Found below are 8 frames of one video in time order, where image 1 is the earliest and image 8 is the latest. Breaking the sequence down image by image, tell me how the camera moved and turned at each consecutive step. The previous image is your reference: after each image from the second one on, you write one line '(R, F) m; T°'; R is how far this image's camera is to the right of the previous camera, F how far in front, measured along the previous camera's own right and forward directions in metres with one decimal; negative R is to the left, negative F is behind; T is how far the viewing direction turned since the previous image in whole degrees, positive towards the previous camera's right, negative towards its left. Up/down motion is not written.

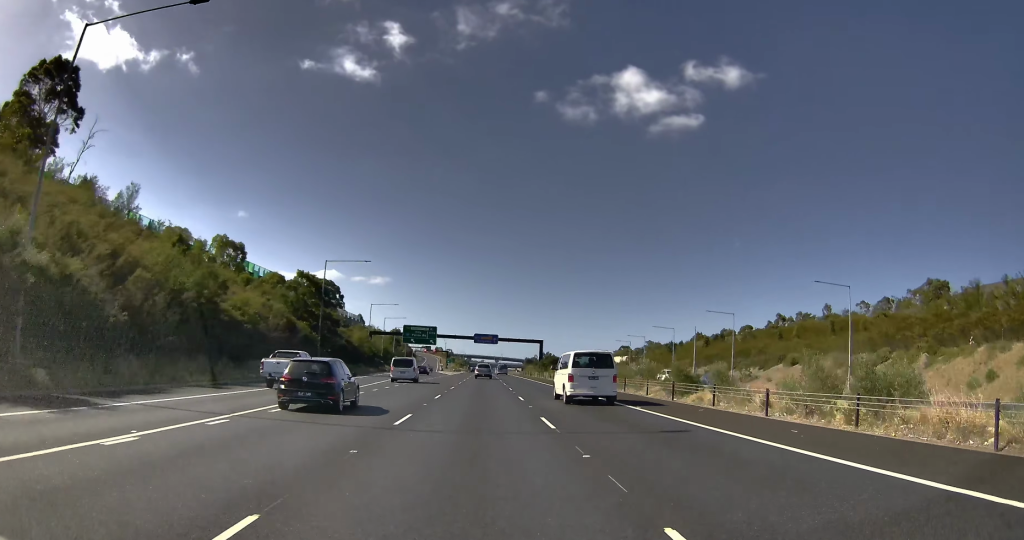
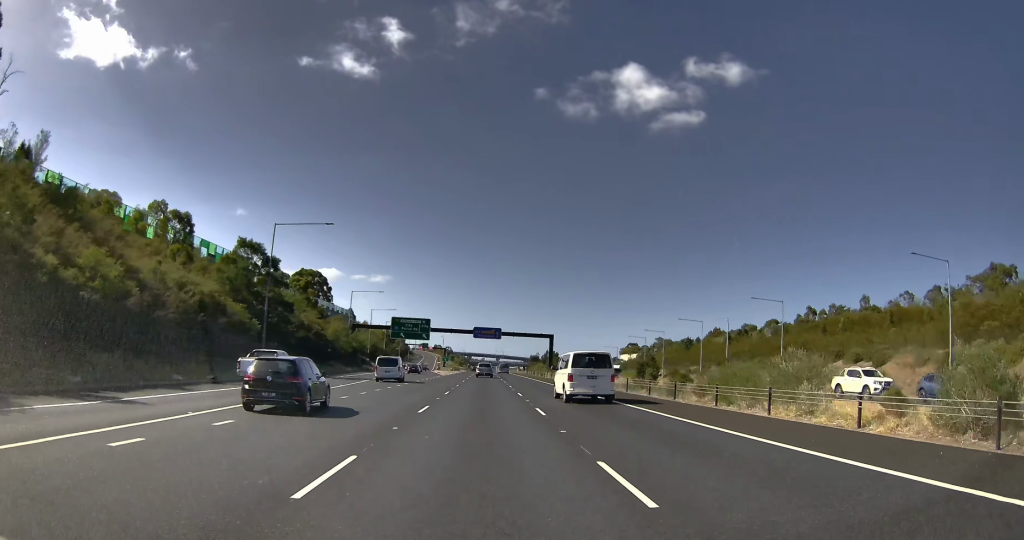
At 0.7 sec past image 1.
(+0.3, +20.2) m; -1°
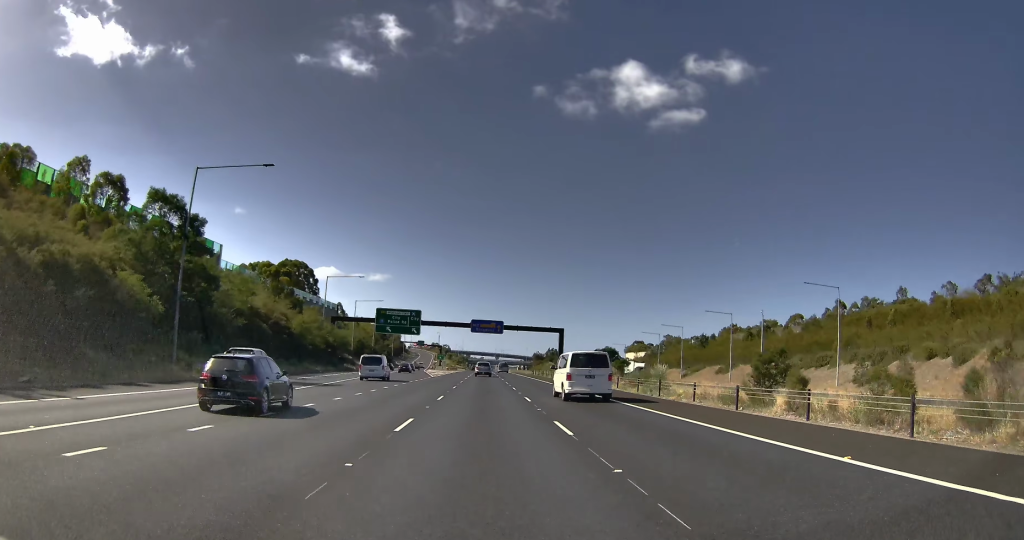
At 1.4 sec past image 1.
(-0.1, +18.9) m; 0°
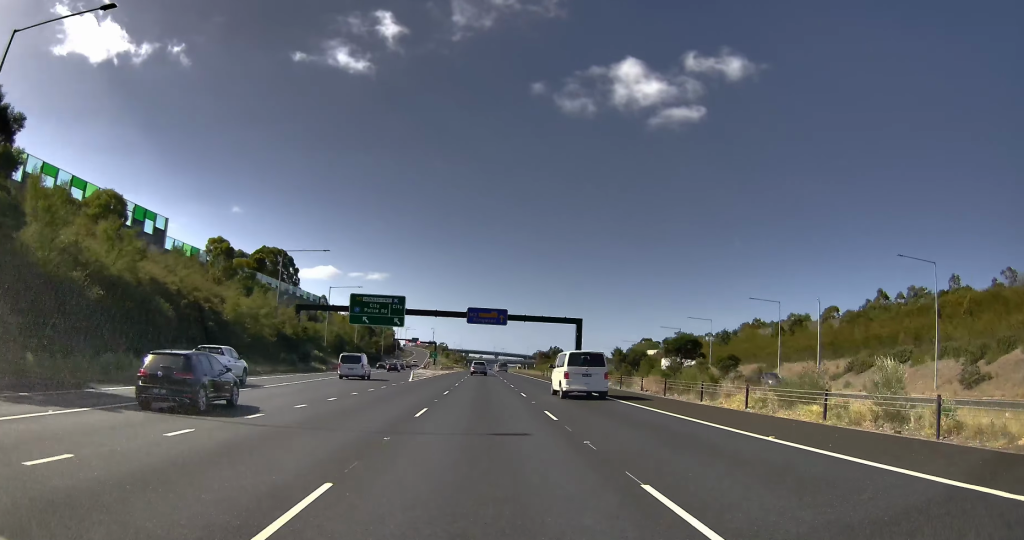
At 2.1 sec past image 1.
(-0.4, +24.6) m; 0°
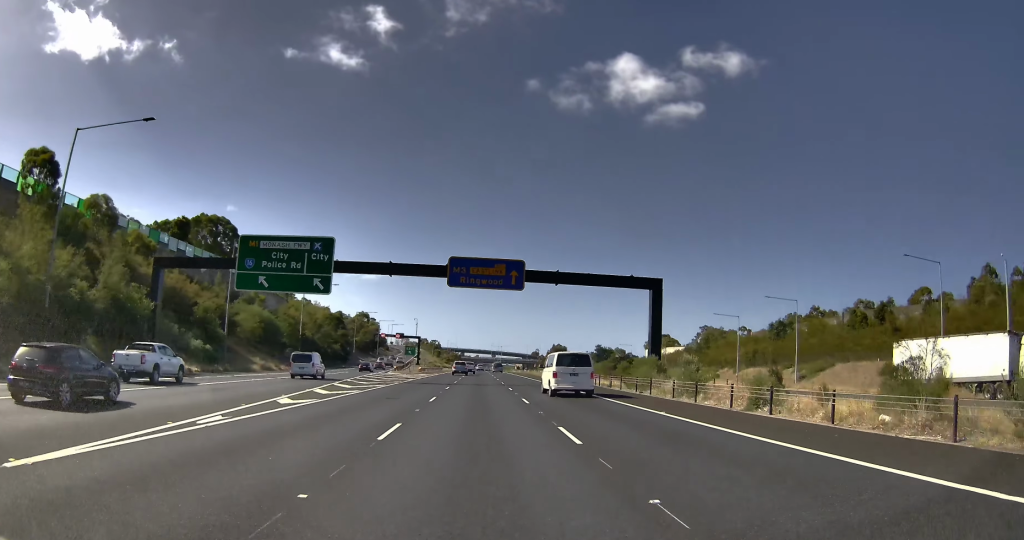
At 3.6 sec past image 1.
(+0.6, +52.3) m; +1°
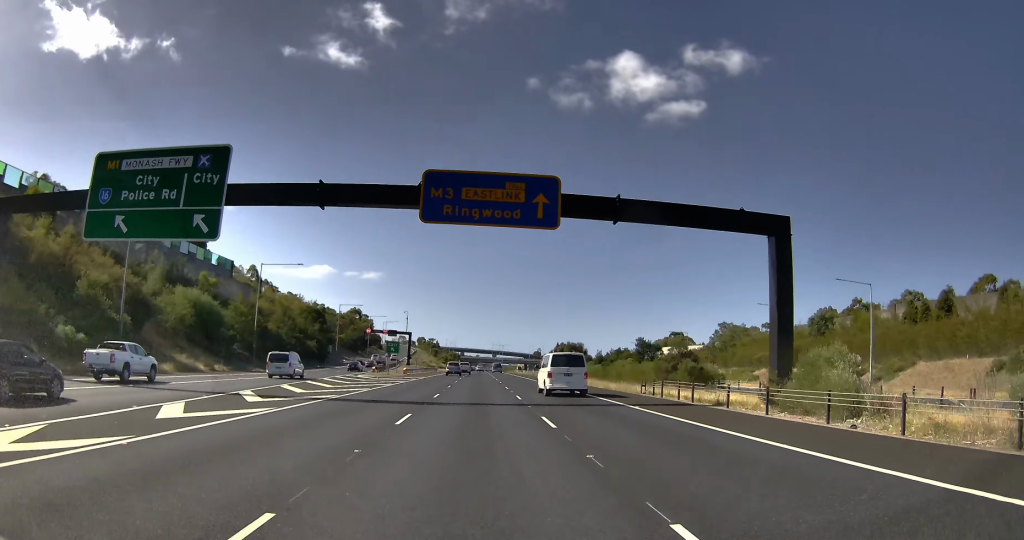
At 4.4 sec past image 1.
(0.0, +25.8) m; 0°
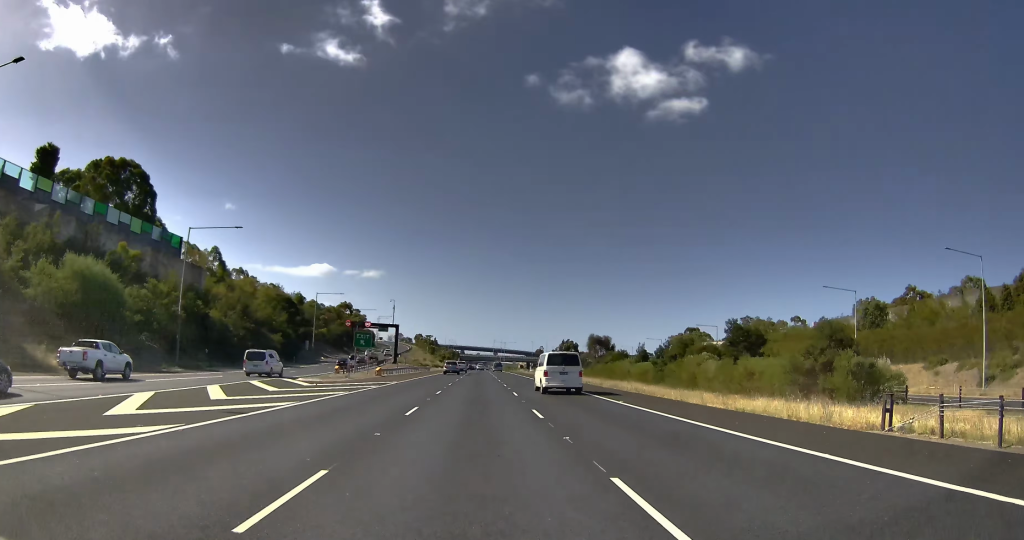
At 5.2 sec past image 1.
(-0.1, +25.2) m; 0°
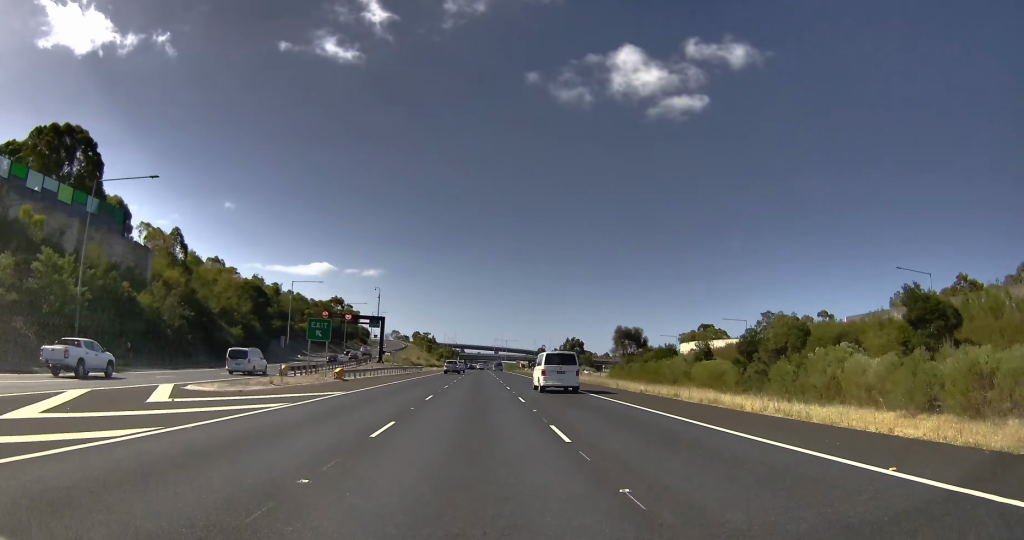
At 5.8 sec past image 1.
(-0.3, +18.6) m; 0°
